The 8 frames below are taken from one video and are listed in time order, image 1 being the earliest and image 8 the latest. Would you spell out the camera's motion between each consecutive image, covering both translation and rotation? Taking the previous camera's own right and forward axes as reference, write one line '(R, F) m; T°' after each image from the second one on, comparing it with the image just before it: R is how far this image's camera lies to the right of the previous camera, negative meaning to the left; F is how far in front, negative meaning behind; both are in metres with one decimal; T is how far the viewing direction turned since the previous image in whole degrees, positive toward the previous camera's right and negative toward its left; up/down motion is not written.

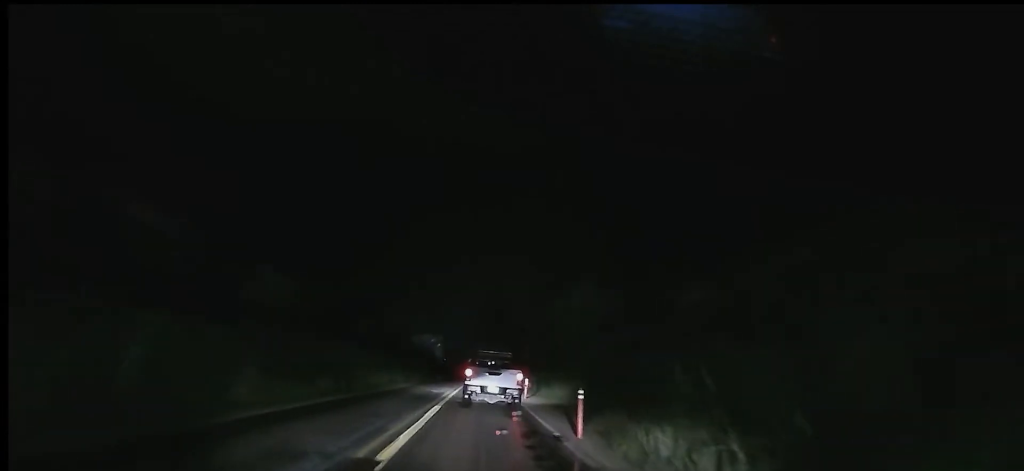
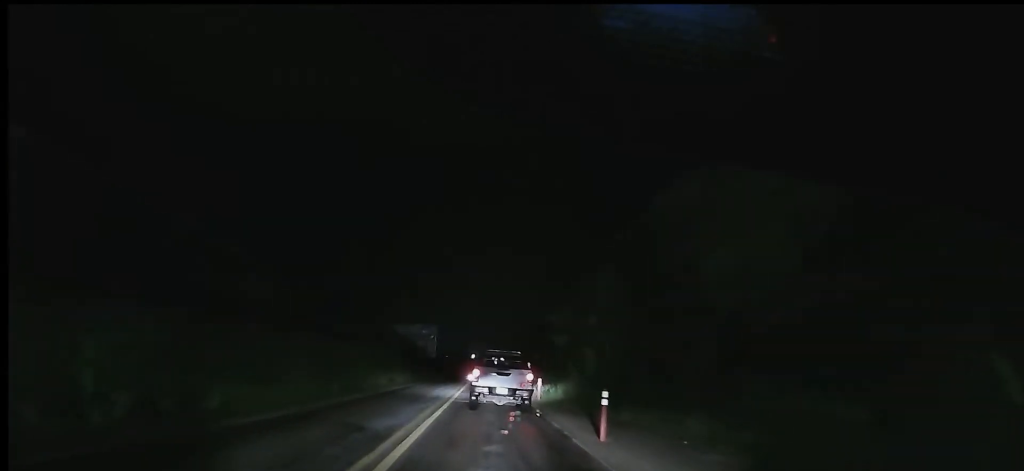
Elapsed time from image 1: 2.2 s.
(-0.1, +19.9) m; -3°
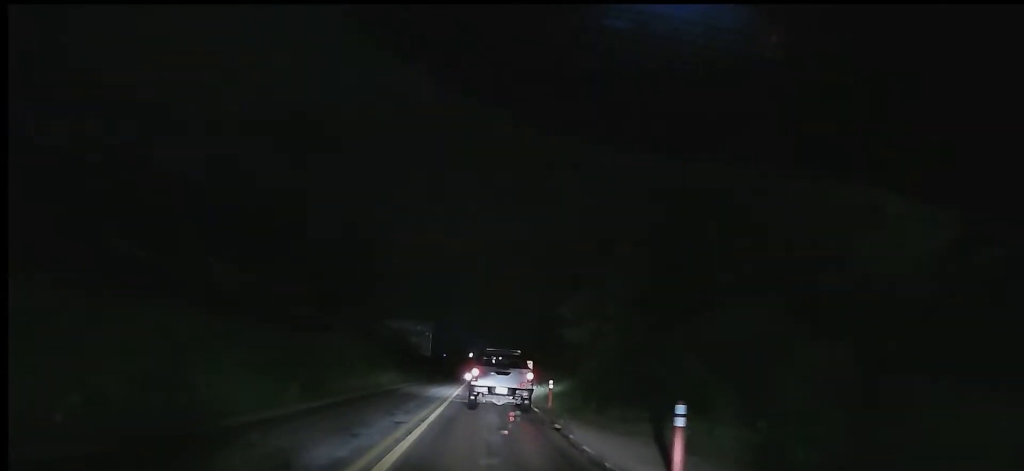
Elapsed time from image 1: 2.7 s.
(-0.1, +5.0) m; +1°
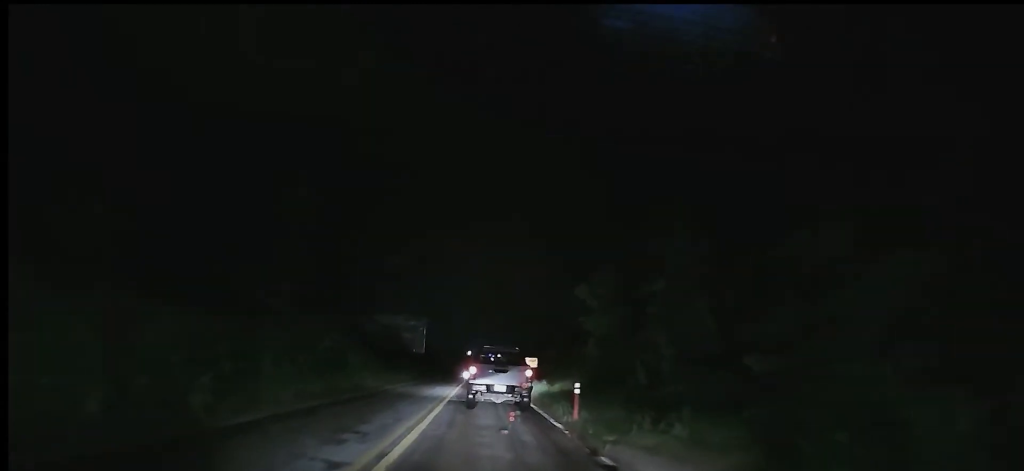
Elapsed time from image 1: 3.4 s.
(-0.1, +6.2) m; +2°
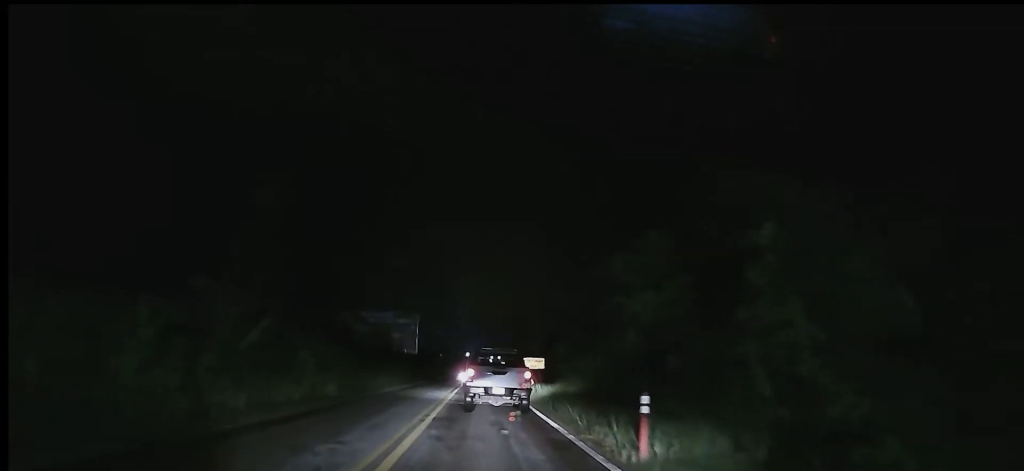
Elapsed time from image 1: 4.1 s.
(+0.5, +6.8) m; 0°
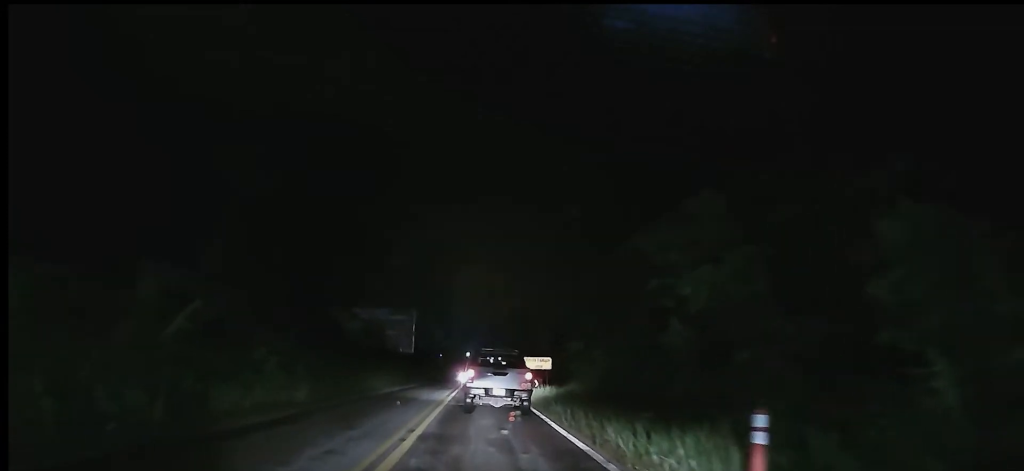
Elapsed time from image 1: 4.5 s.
(0.0, +4.0) m; 0°
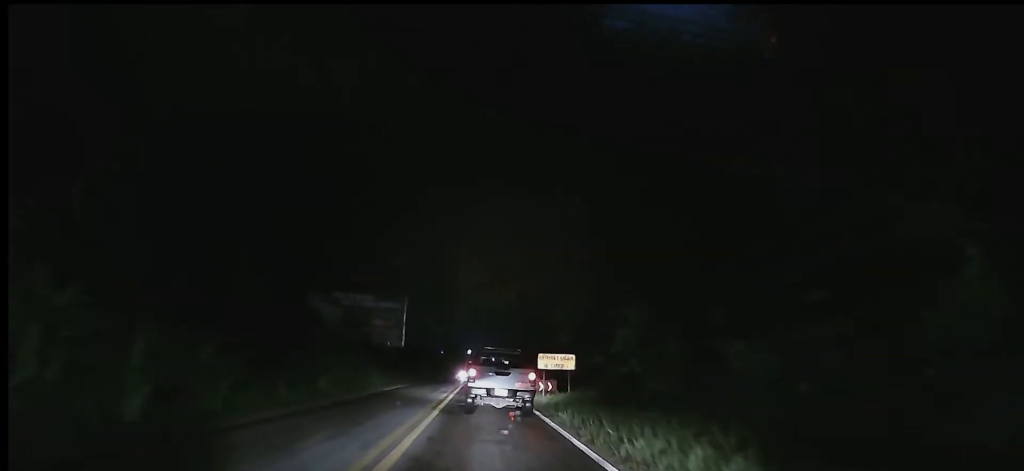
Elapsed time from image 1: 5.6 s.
(-0.3, +9.5) m; -1°
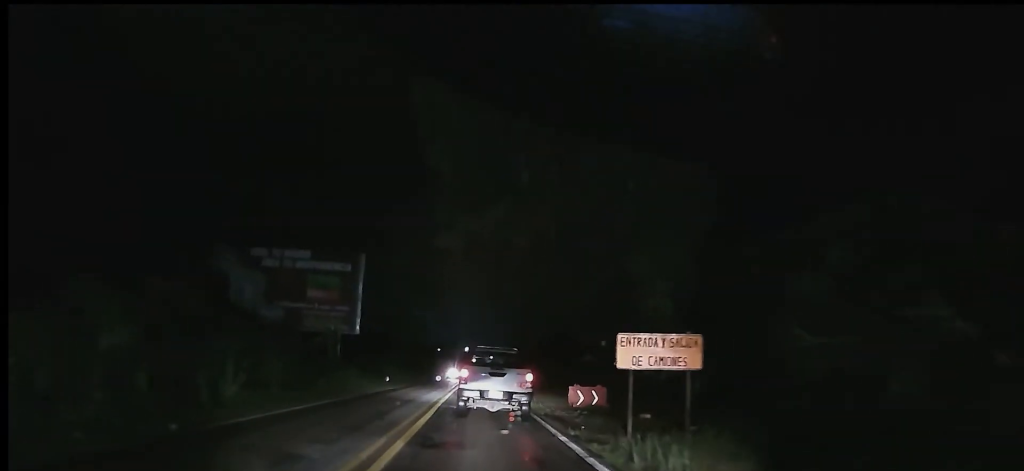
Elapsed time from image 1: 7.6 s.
(-0.1, +18.4) m; 0°
